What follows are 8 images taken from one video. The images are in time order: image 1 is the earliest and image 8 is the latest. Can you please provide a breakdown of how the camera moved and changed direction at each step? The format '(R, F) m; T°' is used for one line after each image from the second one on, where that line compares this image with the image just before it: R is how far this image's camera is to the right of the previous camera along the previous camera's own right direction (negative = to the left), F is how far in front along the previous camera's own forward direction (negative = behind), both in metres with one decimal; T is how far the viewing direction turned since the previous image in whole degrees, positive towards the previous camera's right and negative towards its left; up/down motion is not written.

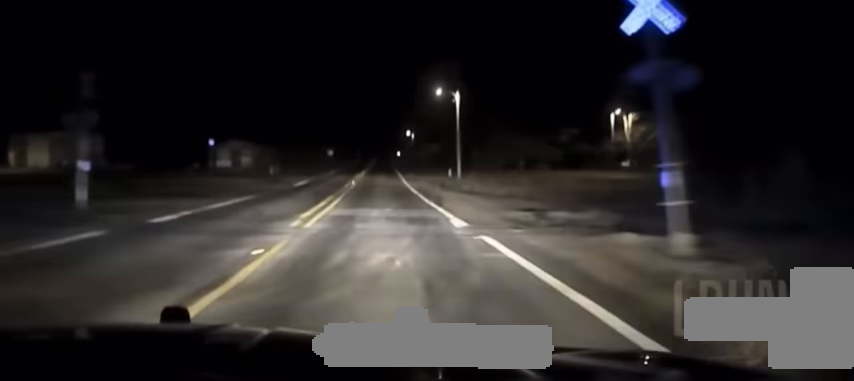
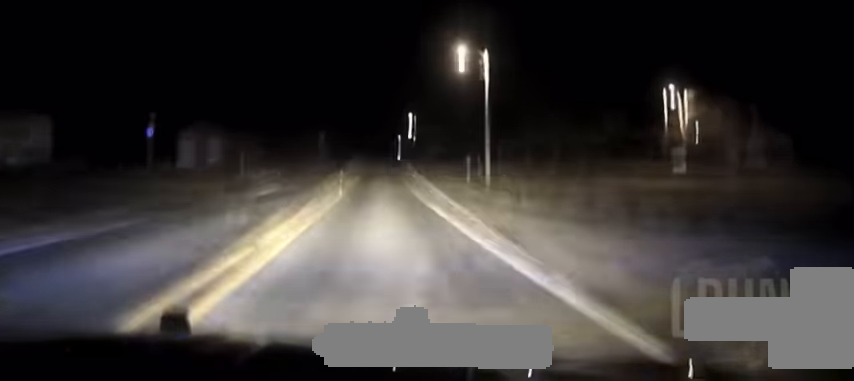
(-0.3, +16.9) m; 0°
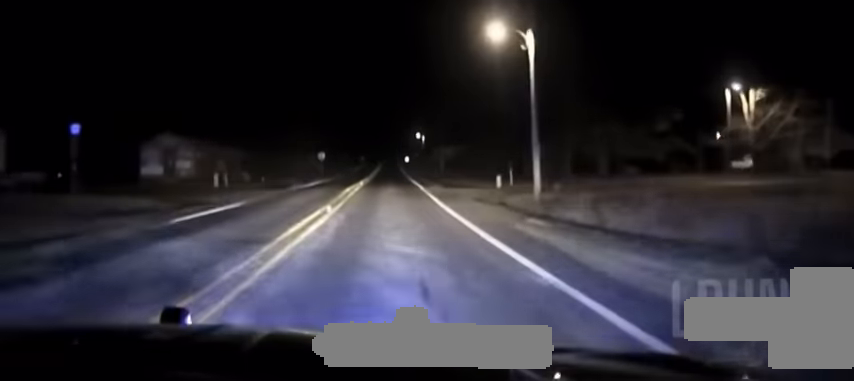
(+0.1, +11.9) m; -1°
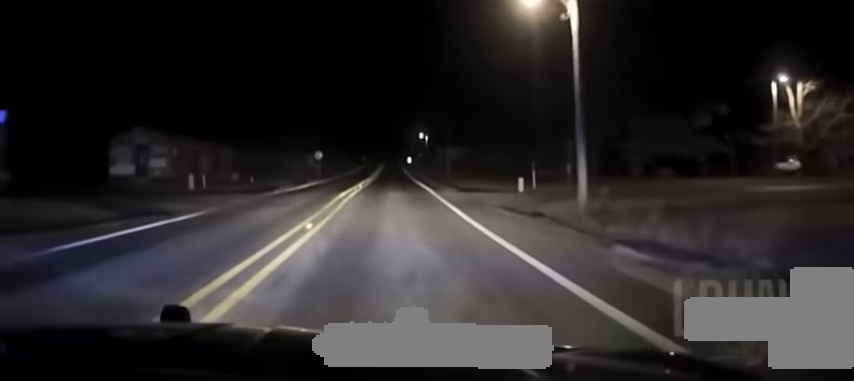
(+0.2, +7.5) m; 0°
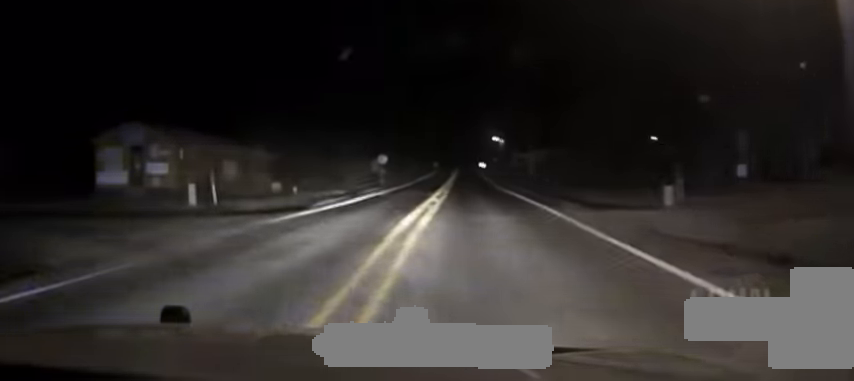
(-0.4, +12.4) m; -12°
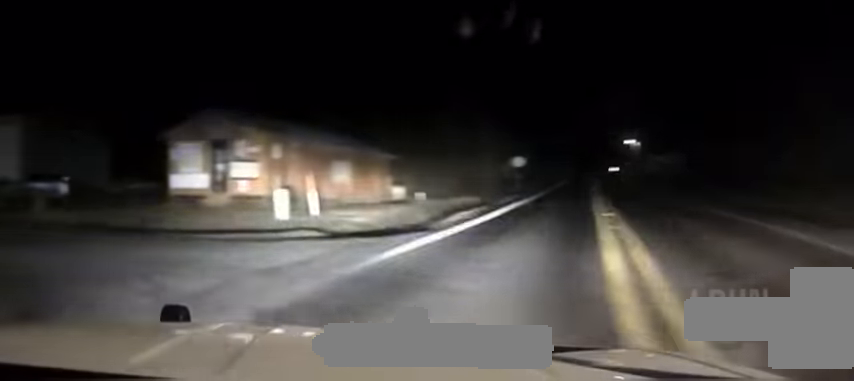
(-1.0, +7.3) m; -19°
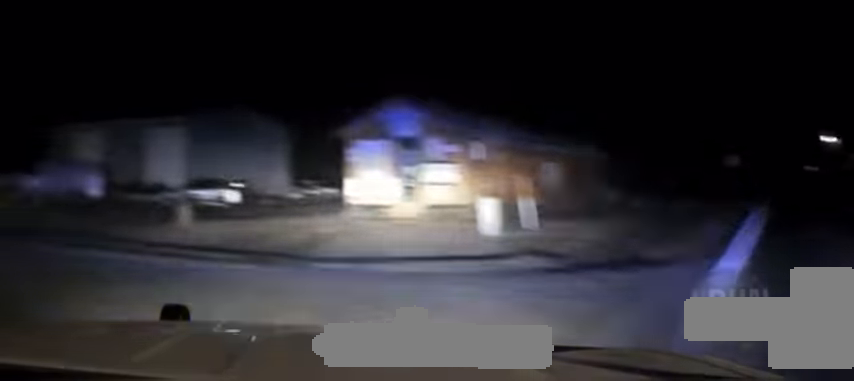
(+0.1, +5.2) m; -18°
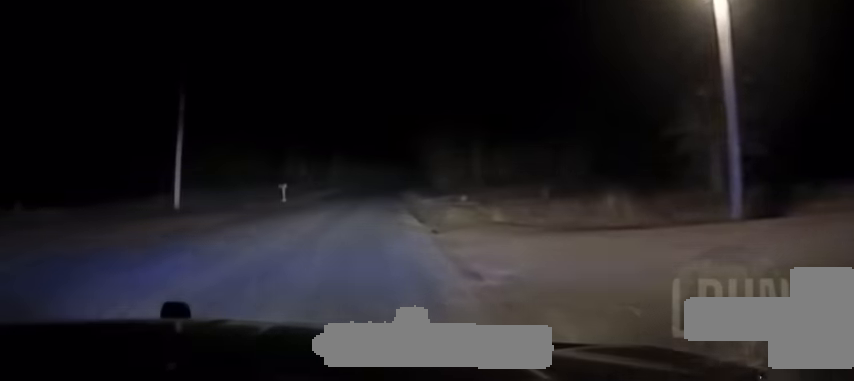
(-14.6, +24.1) m; -40°
